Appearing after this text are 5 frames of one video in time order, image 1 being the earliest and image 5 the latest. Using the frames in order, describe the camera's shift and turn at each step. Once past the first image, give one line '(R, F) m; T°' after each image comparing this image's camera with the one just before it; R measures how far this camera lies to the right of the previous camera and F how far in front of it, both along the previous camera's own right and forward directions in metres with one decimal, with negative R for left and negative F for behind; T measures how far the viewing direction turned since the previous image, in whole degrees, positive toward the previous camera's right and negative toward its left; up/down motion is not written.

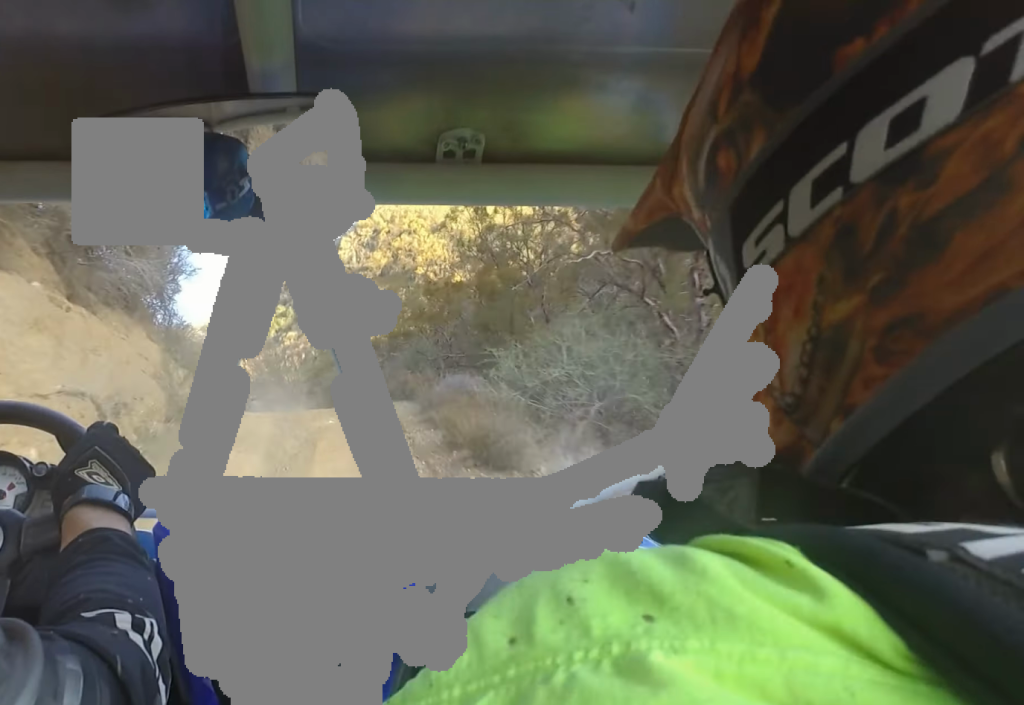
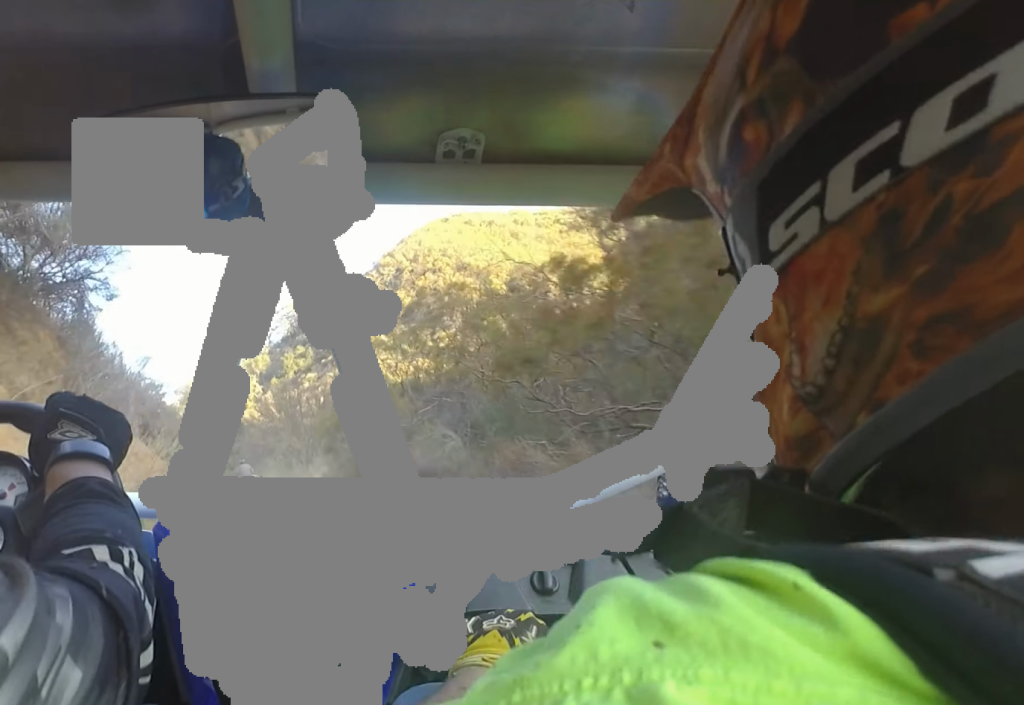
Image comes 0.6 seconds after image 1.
(0.0, +6.4) m; -4°
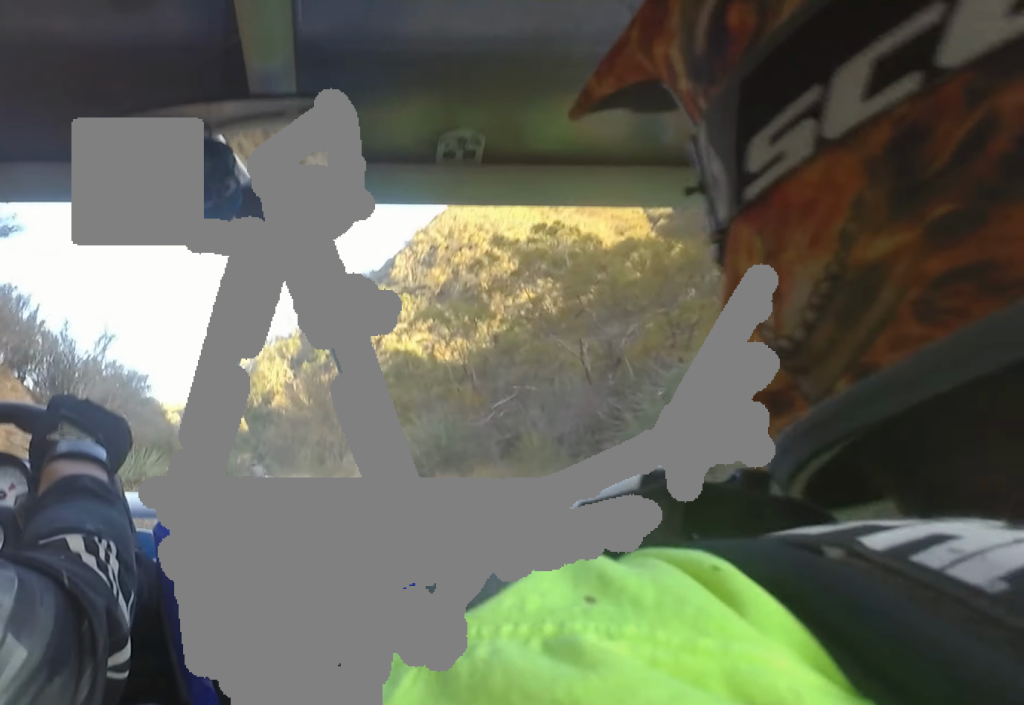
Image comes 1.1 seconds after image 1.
(+0.2, +4.6) m; -5°
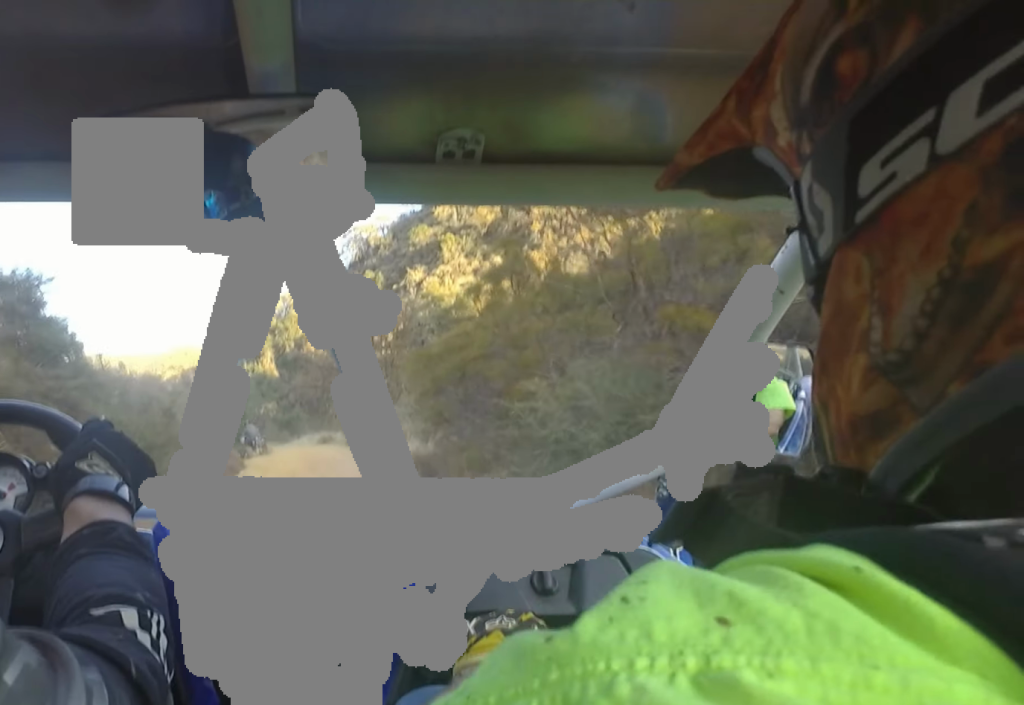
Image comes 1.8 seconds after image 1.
(-0.7, +6.4) m; -1°
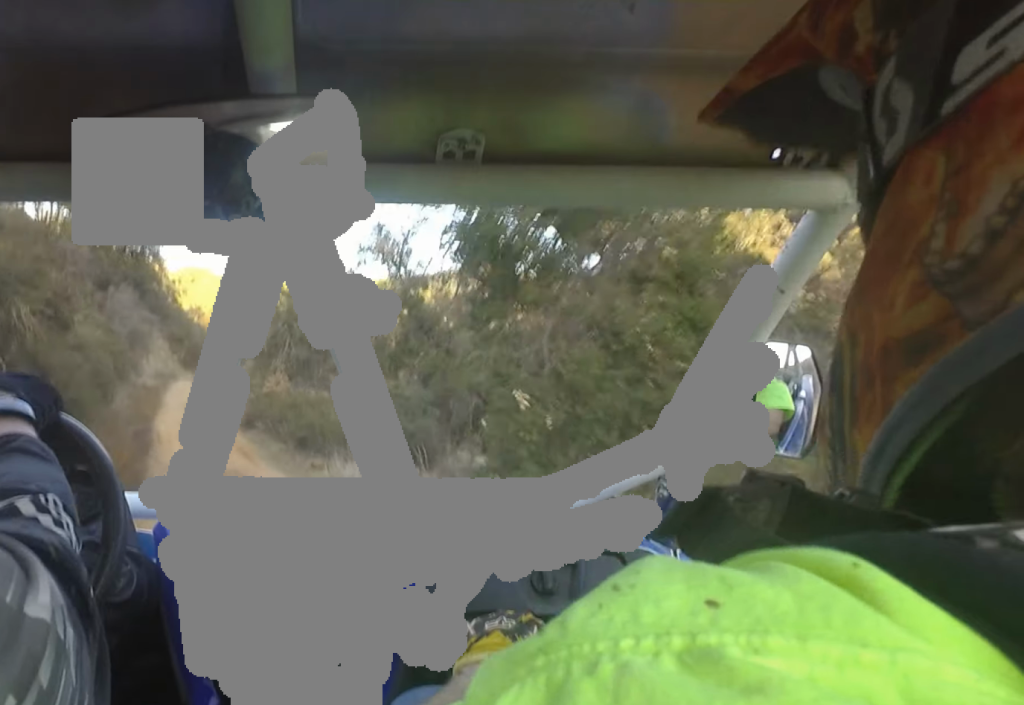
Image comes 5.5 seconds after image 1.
(-7.5, +34.7) m; -33°
